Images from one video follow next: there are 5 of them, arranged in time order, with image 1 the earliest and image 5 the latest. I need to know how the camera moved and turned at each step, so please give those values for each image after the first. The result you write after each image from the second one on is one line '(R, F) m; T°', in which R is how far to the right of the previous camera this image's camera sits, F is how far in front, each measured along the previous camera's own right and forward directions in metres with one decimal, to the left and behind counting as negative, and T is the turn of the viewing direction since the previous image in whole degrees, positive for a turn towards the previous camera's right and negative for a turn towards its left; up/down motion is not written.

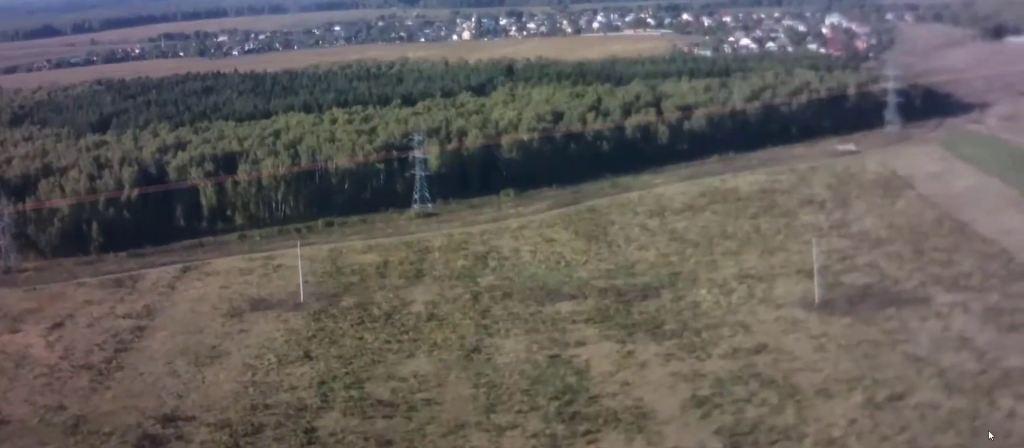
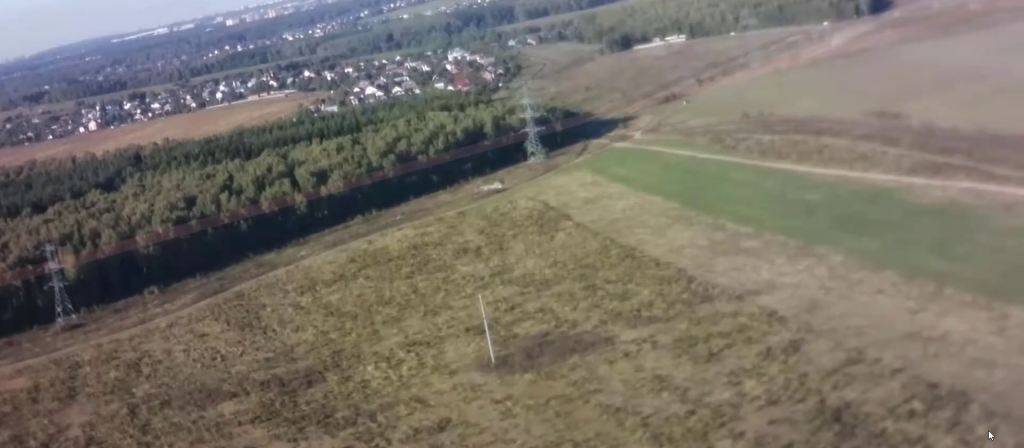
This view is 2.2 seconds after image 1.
(+2.8, +32.5) m; +11°
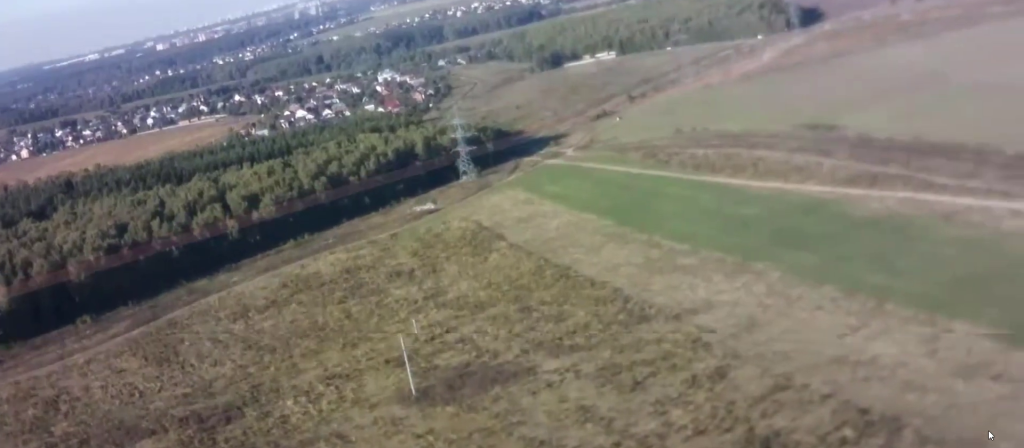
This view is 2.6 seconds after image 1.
(+0.1, +6.4) m; +3°
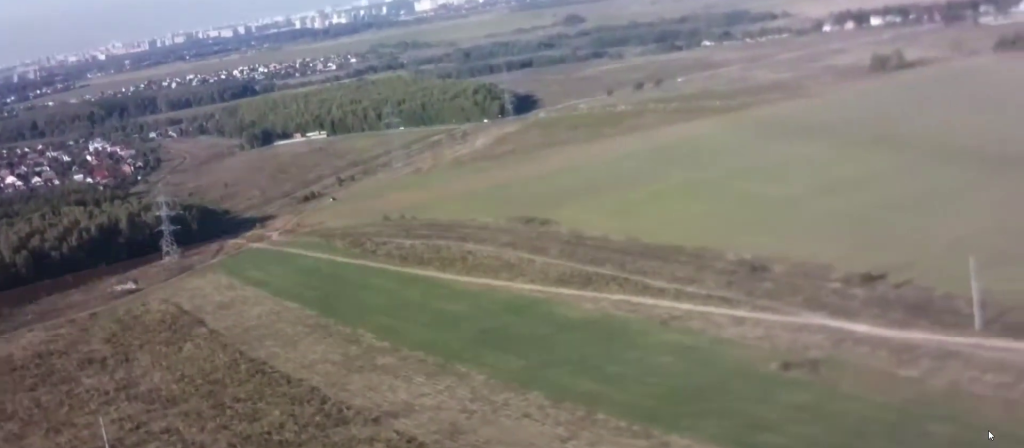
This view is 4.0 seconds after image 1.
(+2.0, +20.2) m; +10°
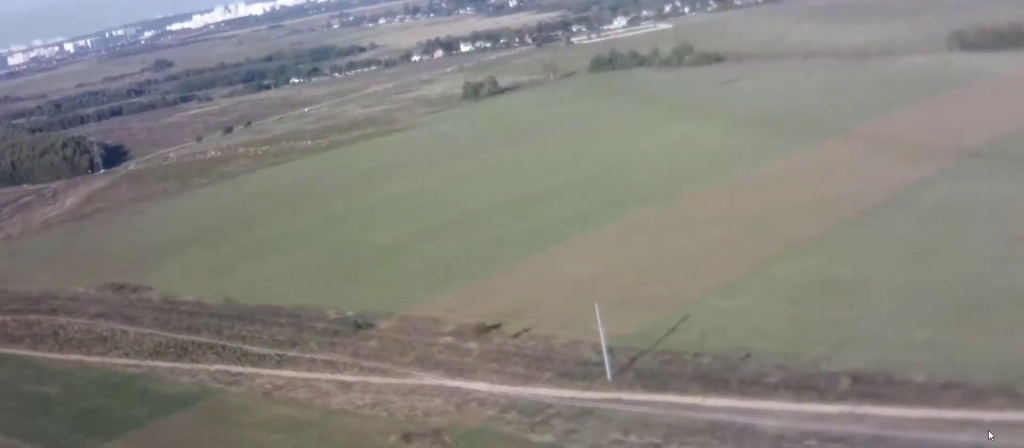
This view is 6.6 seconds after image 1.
(+5.7, +34.9) m; +18°
